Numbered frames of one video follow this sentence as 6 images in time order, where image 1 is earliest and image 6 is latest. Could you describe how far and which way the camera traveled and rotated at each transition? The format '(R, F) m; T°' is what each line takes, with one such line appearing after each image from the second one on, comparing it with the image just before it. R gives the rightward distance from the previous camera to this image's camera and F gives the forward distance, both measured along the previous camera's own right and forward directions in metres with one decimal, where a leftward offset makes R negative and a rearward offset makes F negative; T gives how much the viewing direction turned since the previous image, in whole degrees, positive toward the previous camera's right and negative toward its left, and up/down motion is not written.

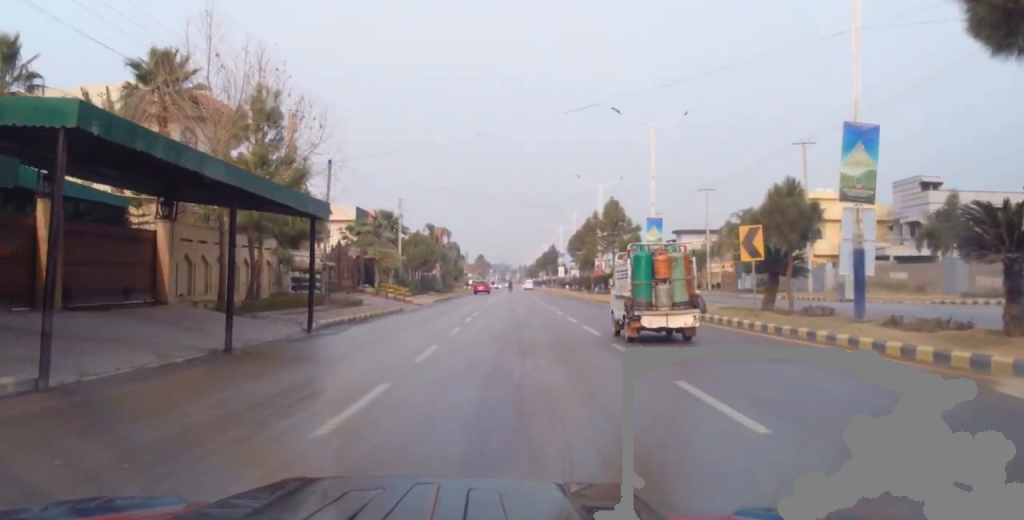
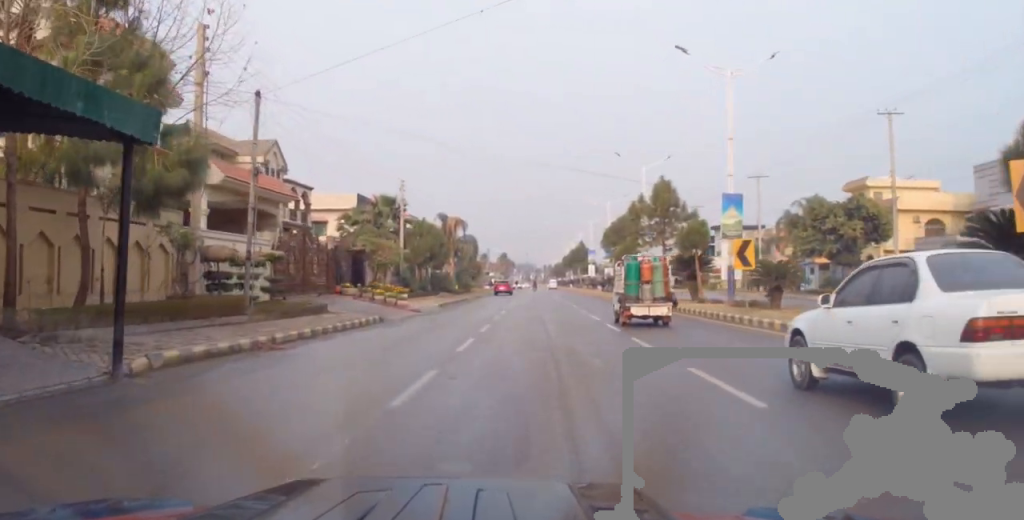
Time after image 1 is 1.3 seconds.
(-0.4, +10.6) m; -2°
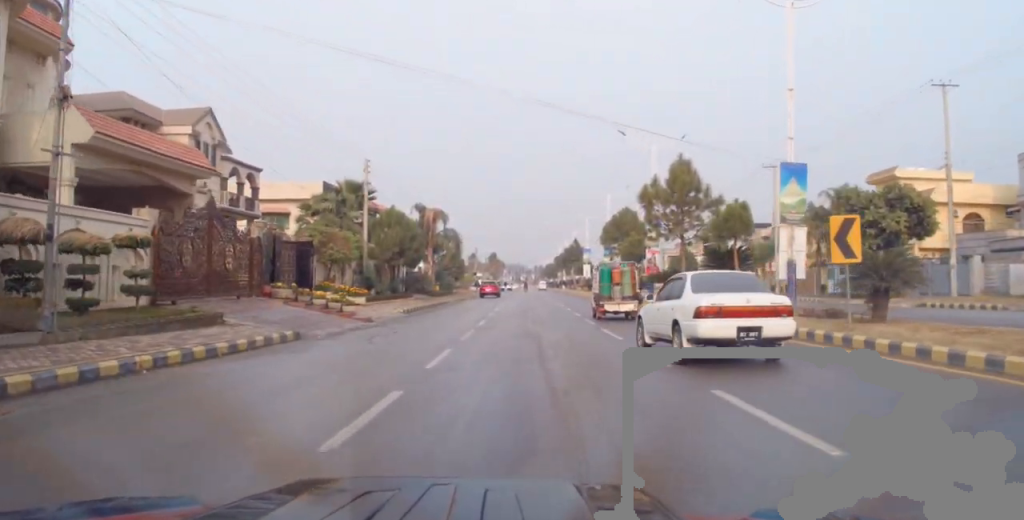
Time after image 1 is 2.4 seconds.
(+0.1, +8.2) m; +2°
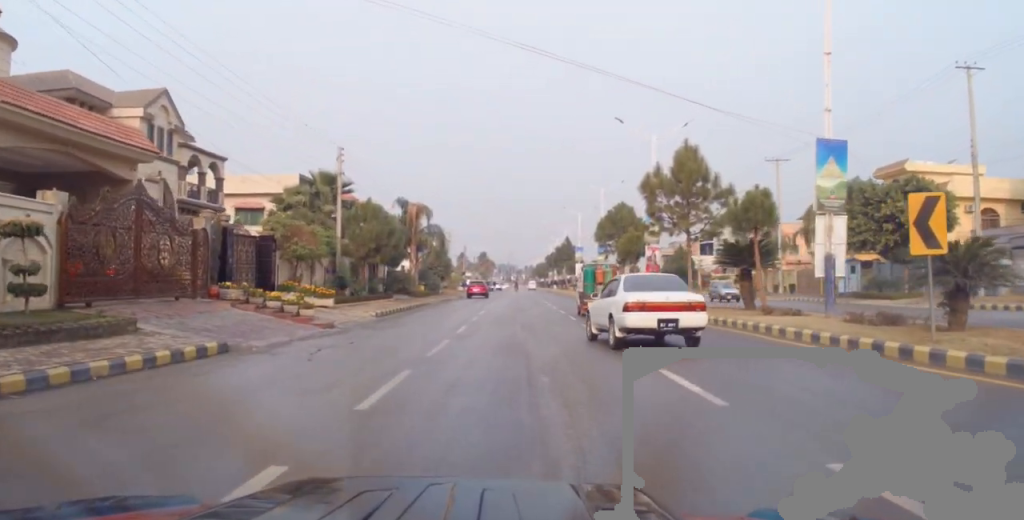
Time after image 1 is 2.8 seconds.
(+0.2, +3.7) m; 0°
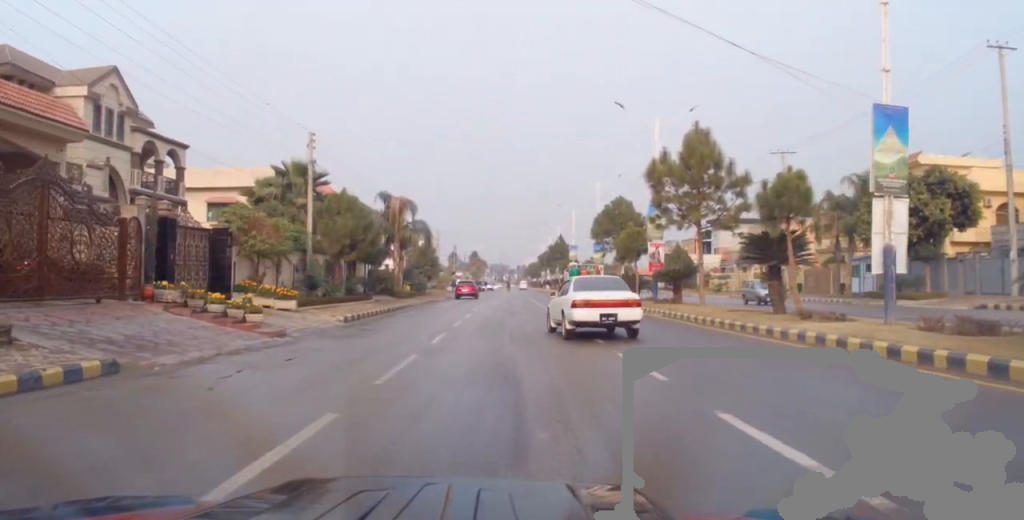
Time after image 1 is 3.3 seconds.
(0.0, +3.9) m; 0°
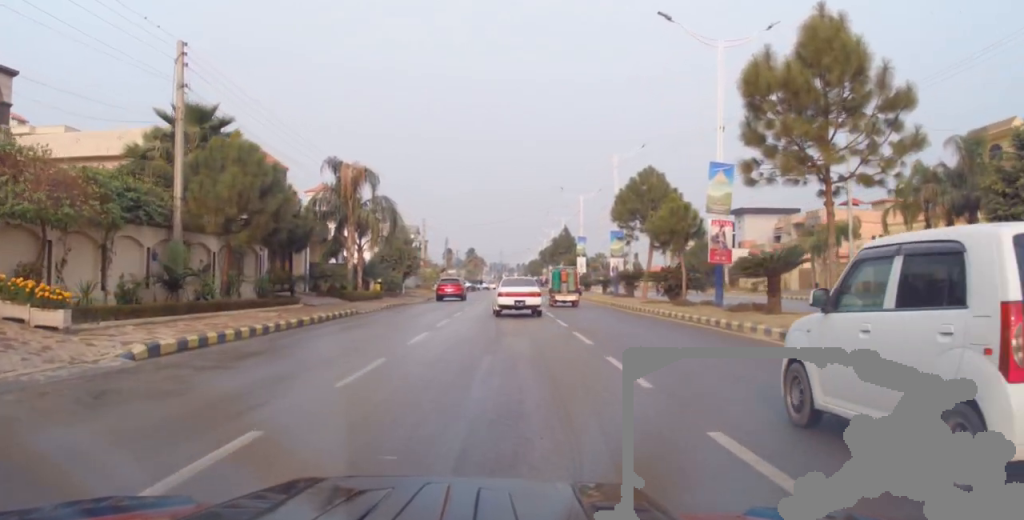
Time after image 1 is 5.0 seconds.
(+0.4, +13.0) m; +2°
